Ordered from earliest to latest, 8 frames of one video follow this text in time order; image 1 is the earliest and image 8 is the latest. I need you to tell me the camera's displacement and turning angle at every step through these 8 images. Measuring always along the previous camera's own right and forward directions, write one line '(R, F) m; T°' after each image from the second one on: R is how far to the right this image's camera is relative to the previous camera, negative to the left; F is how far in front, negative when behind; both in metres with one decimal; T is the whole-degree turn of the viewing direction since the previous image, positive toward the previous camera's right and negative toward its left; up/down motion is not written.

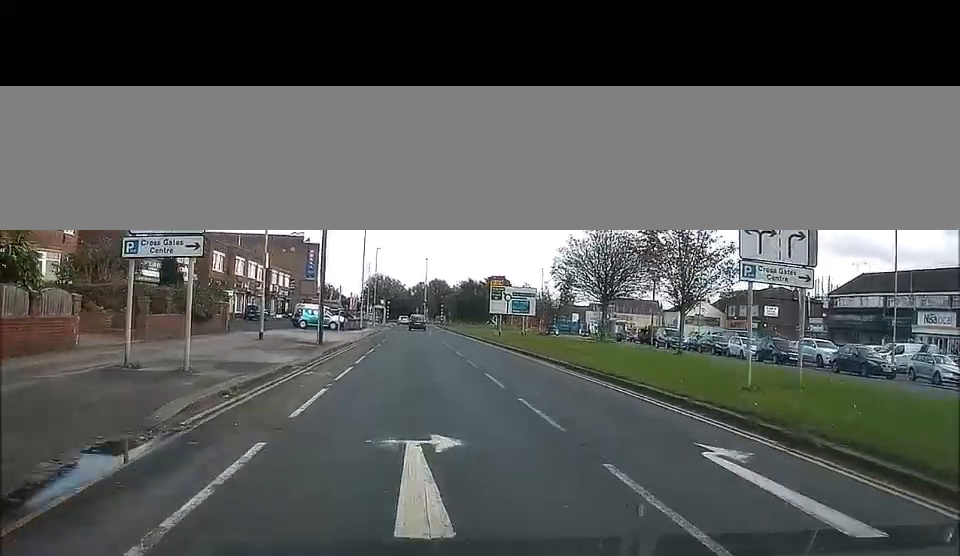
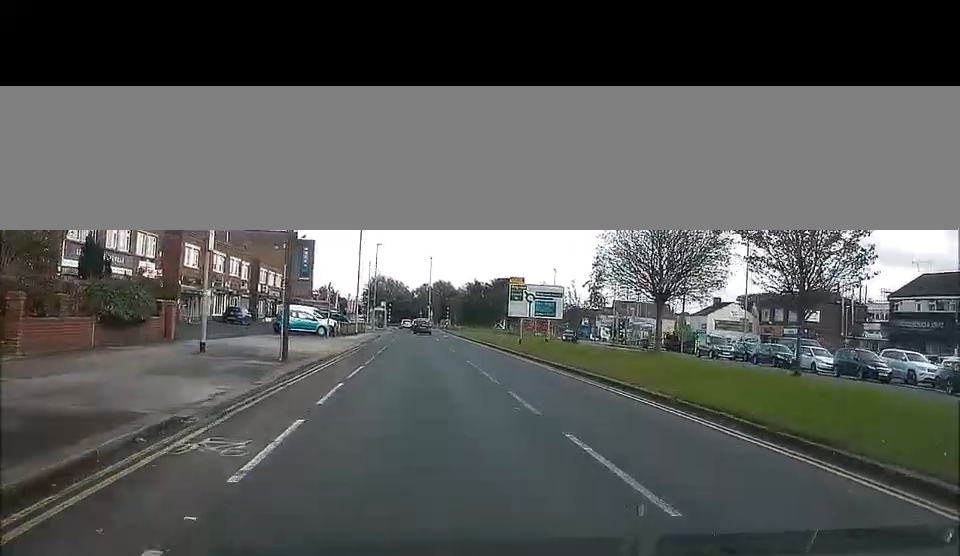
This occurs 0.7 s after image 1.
(0.0, +10.0) m; 0°
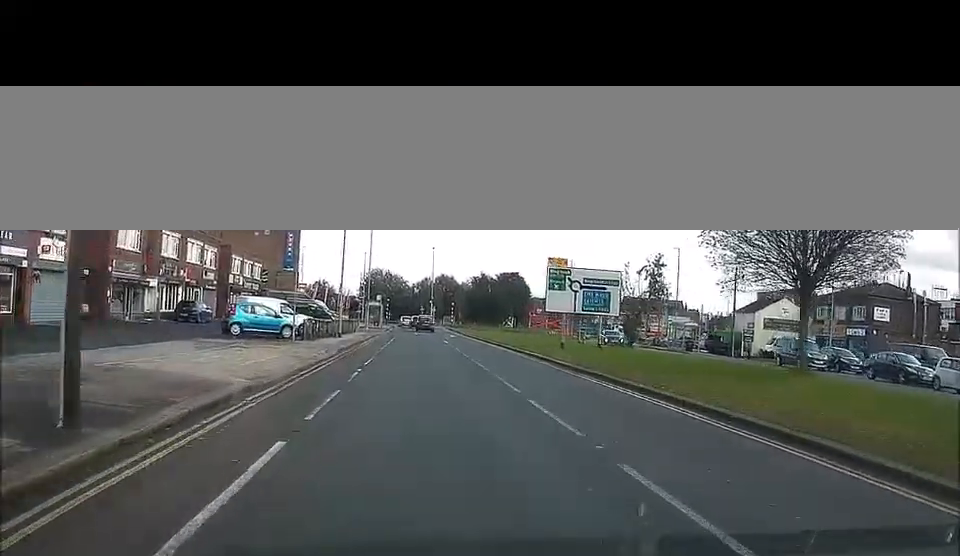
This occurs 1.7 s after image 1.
(0.0, +14.5) m; 0°
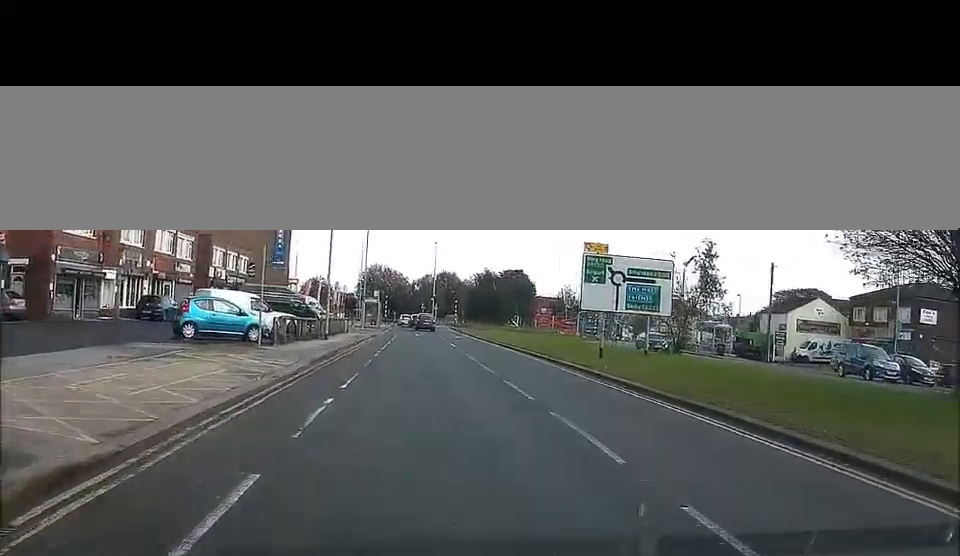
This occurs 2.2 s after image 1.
(0.0, +7.9) m; 0°
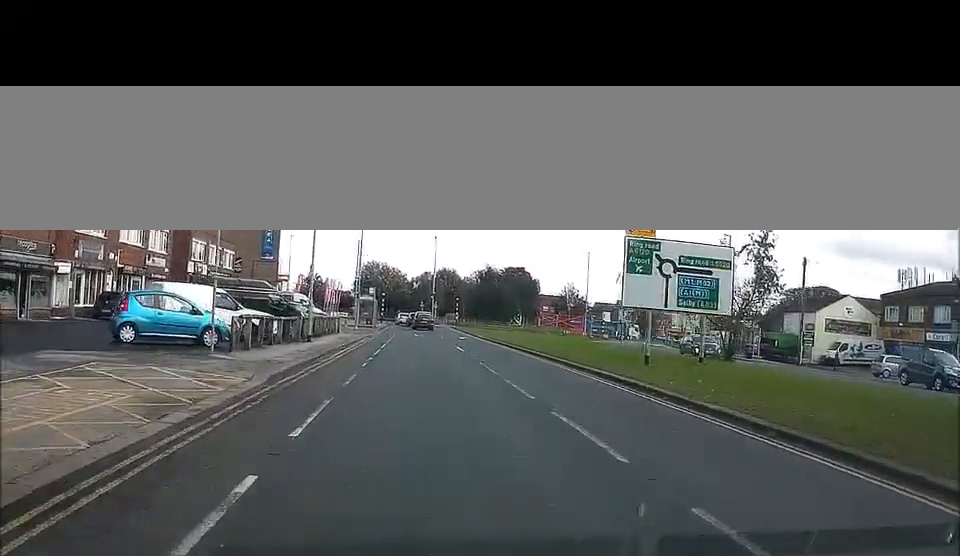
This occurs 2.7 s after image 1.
(0.0, +6.2) m; +1°
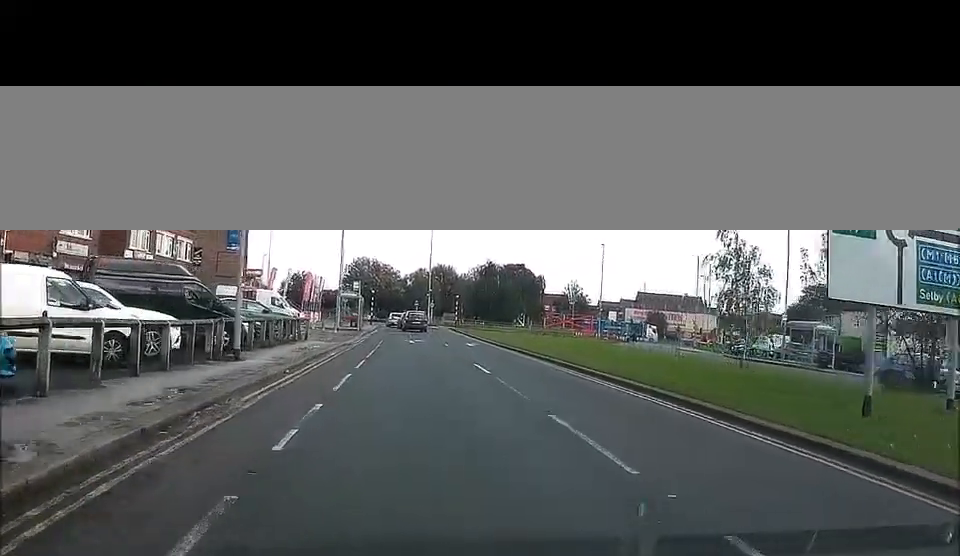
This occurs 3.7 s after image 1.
(+0.2, +13.2) m; +1°
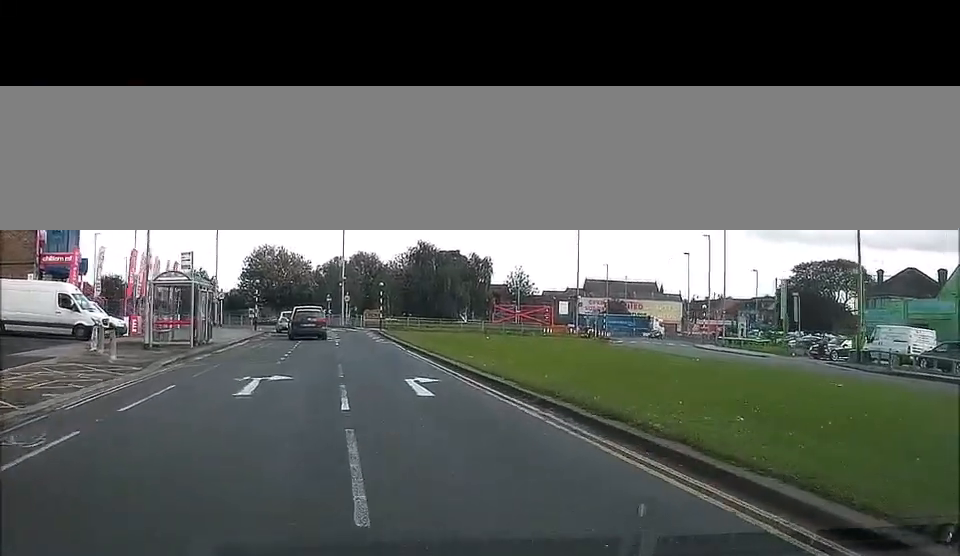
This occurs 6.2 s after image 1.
(+1.1, +29.2) m; +5°
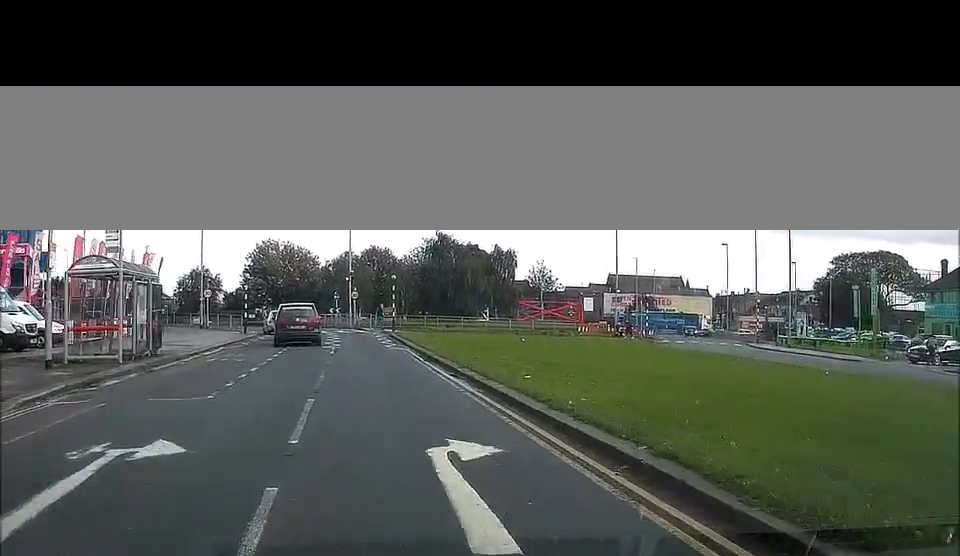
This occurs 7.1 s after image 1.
(-0.2, +9.5) m; -3°
